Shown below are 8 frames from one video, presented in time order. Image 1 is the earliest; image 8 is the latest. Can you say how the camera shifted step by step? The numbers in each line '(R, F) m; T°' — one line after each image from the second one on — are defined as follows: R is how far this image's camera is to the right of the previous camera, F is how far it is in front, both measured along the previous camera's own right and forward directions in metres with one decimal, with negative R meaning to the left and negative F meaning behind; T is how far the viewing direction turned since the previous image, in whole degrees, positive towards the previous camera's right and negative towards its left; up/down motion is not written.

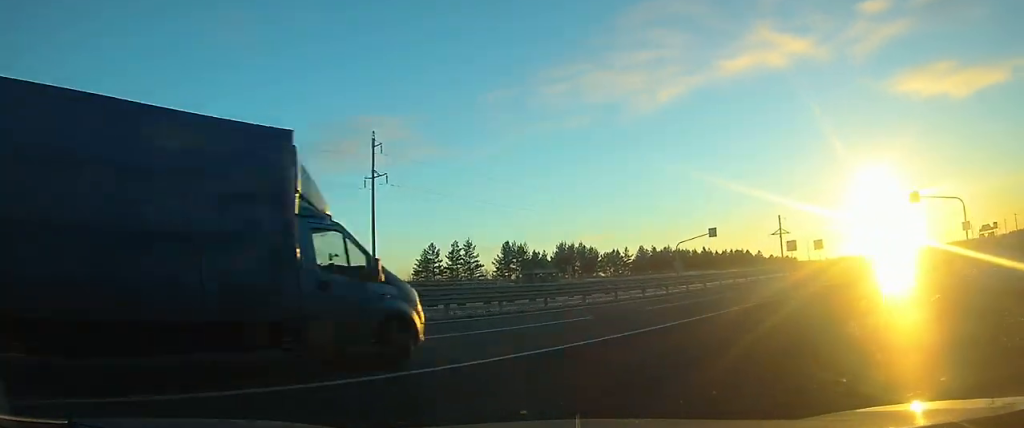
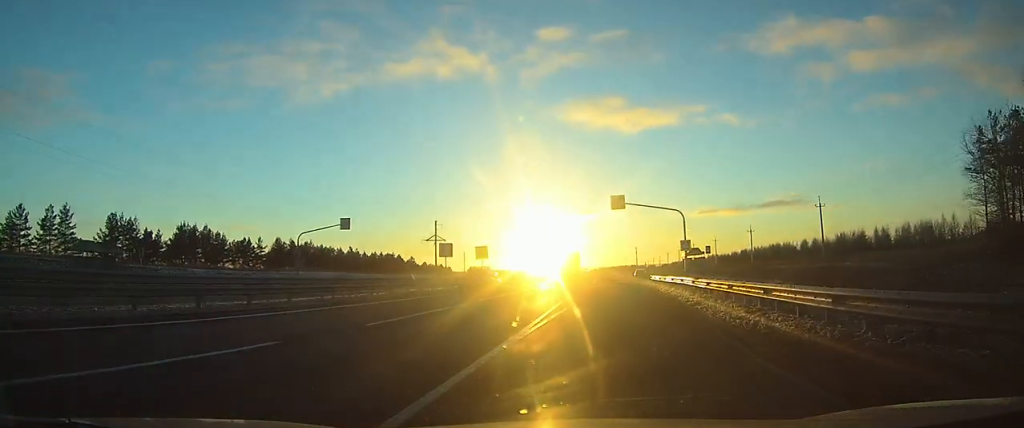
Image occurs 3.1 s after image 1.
(+4.6, +20.4) m; +25°
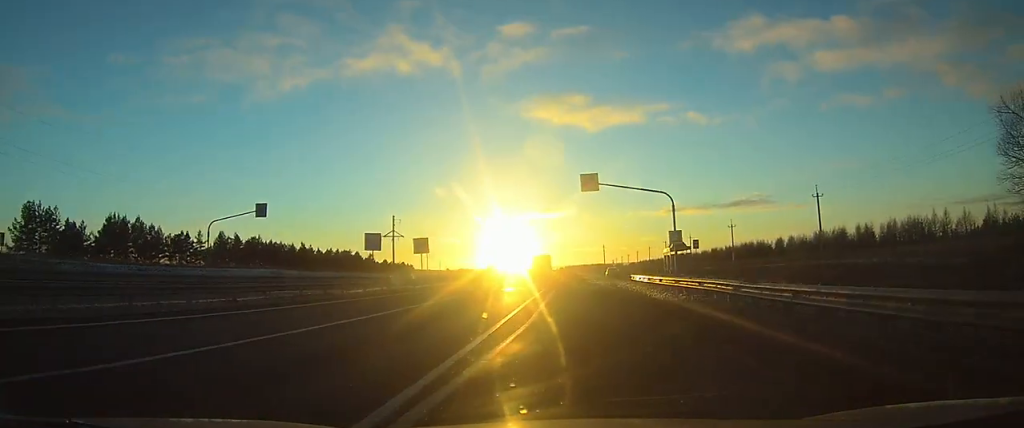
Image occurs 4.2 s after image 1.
(+0.8, +10.1) m; +5°
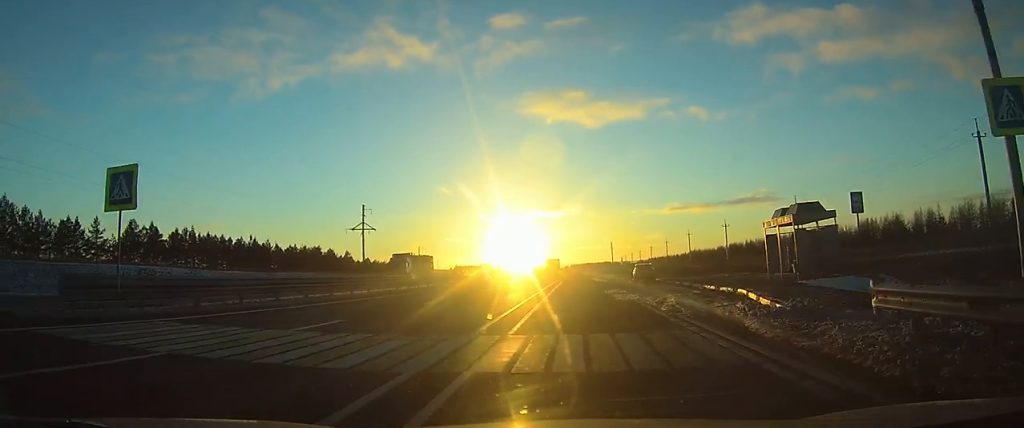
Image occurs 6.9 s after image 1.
(+1.5, +29.1) m; +3°
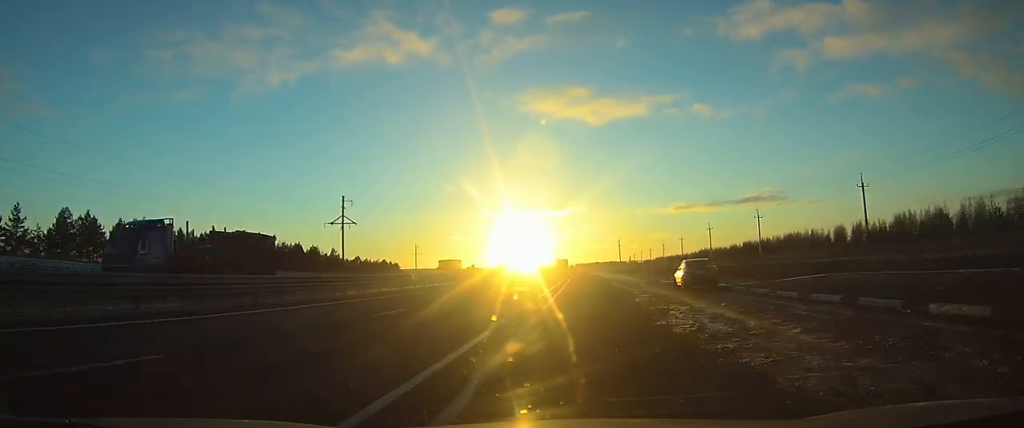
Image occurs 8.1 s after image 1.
(0.0, +17.0) m; 0°
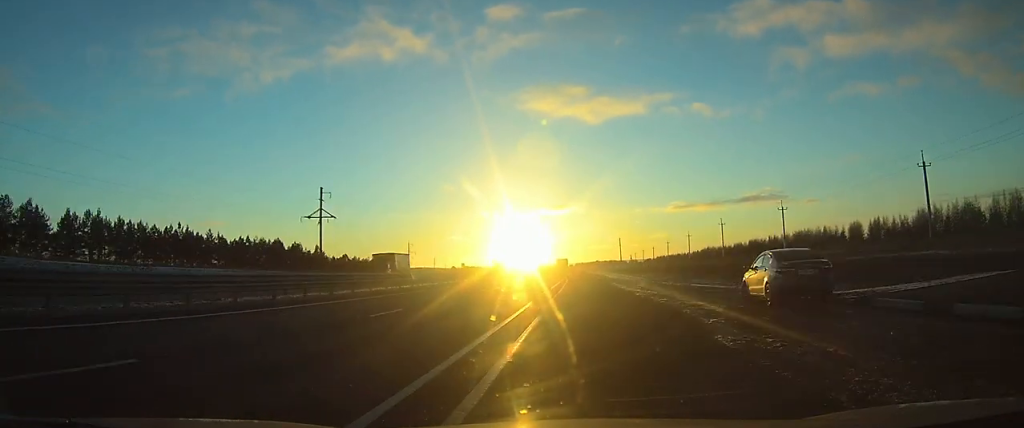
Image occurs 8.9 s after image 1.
(0.0, +11.7) m; 0°
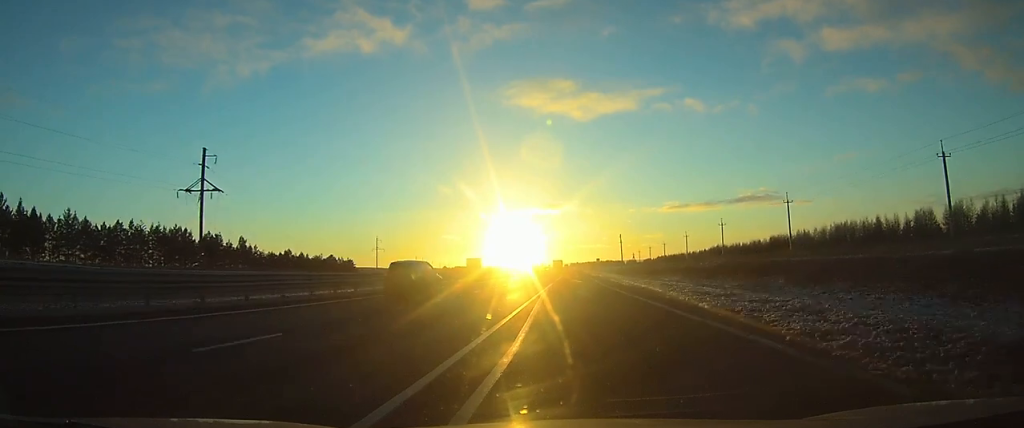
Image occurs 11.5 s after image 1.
(+0.1, +44.5) m; 0°
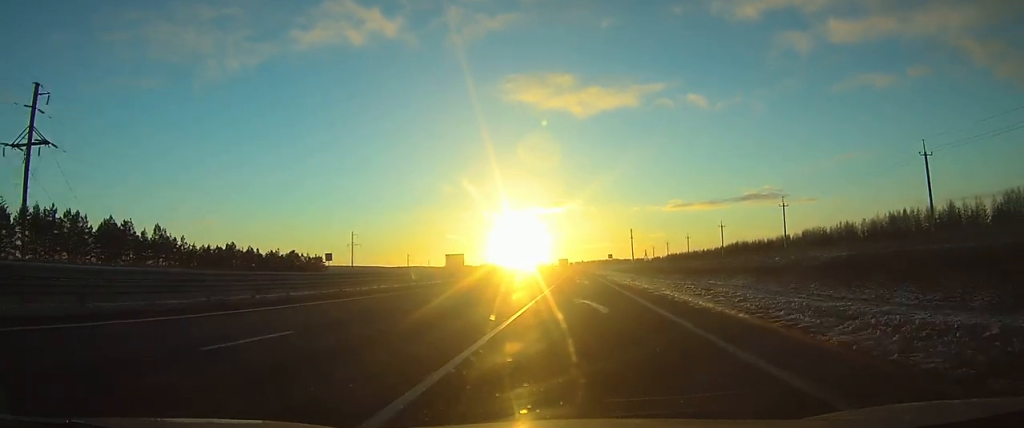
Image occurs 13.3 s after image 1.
(-0.2, +37.4) m; 0°
